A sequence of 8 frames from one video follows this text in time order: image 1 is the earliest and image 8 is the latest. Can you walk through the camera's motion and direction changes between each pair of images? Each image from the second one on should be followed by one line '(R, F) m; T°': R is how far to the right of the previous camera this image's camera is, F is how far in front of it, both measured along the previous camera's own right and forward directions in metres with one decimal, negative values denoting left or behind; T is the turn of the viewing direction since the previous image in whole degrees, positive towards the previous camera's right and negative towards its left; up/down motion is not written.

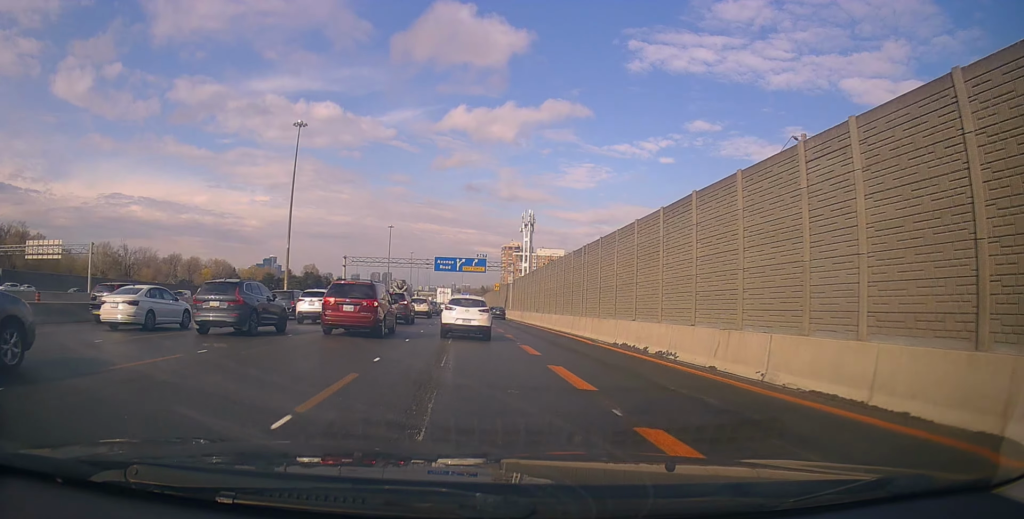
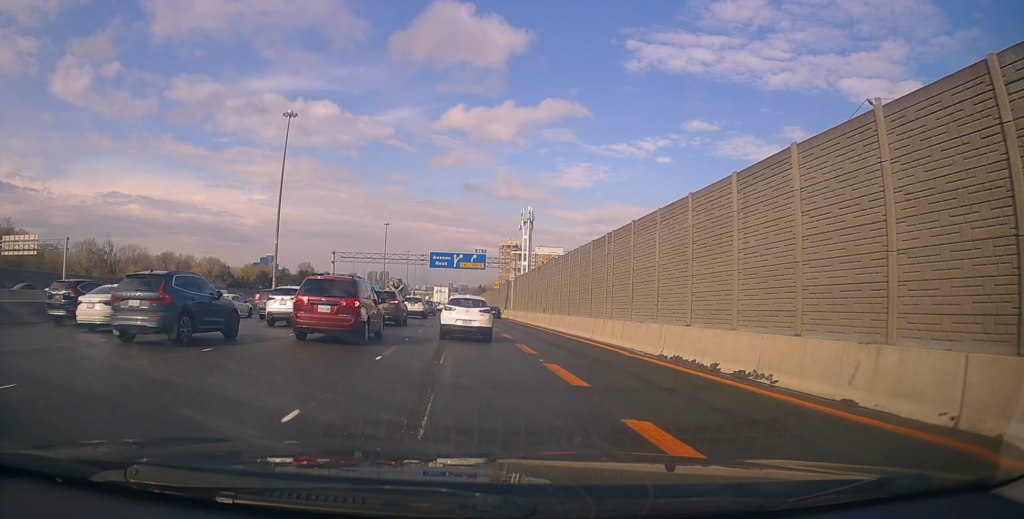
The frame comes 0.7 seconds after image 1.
(-0.2, +6.0) m; +1°
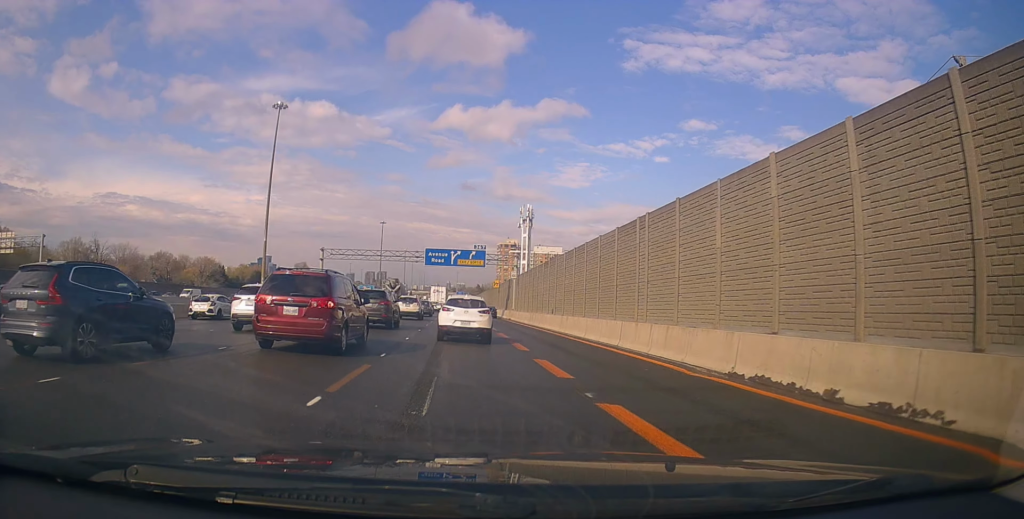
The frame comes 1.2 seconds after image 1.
(+0.1, +5.2) m; +1°
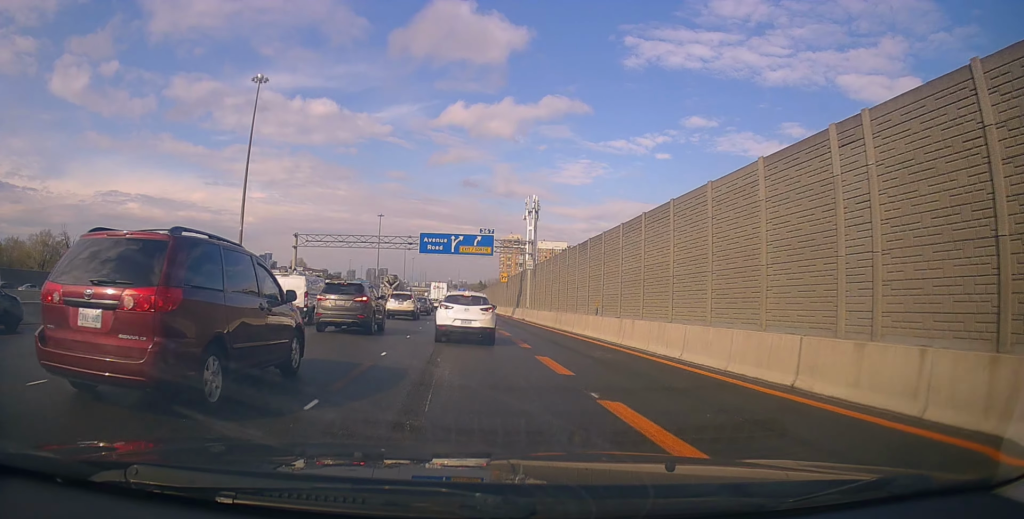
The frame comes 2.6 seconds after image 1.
(+0.1, +12.4) m; -1°
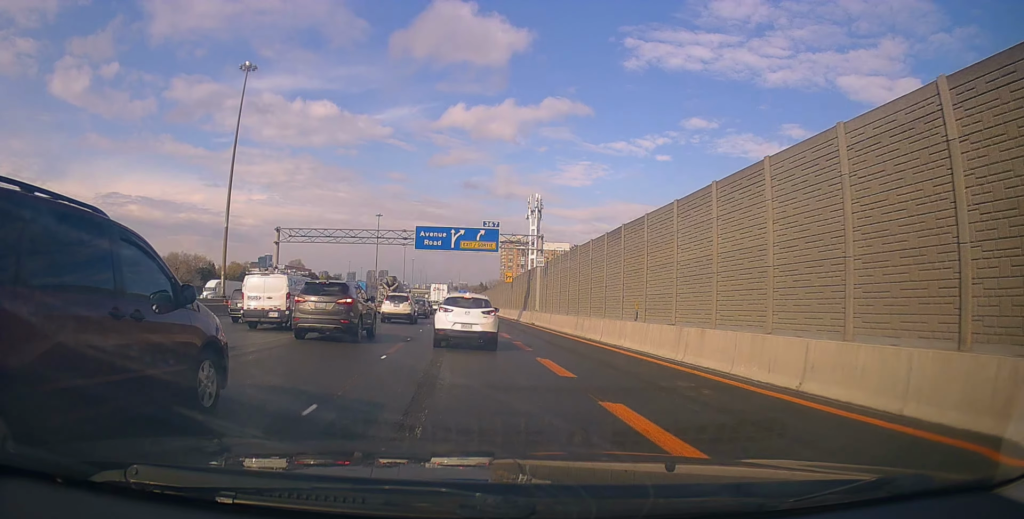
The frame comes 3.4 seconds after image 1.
(0.0, +6.4) m; -2°
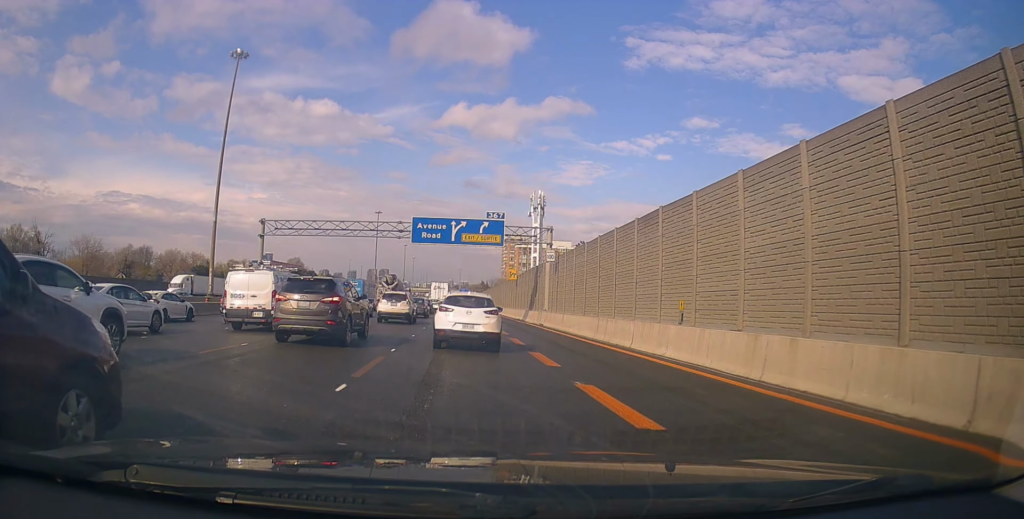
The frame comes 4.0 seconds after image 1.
(+0.1, +4.3) m; -1°
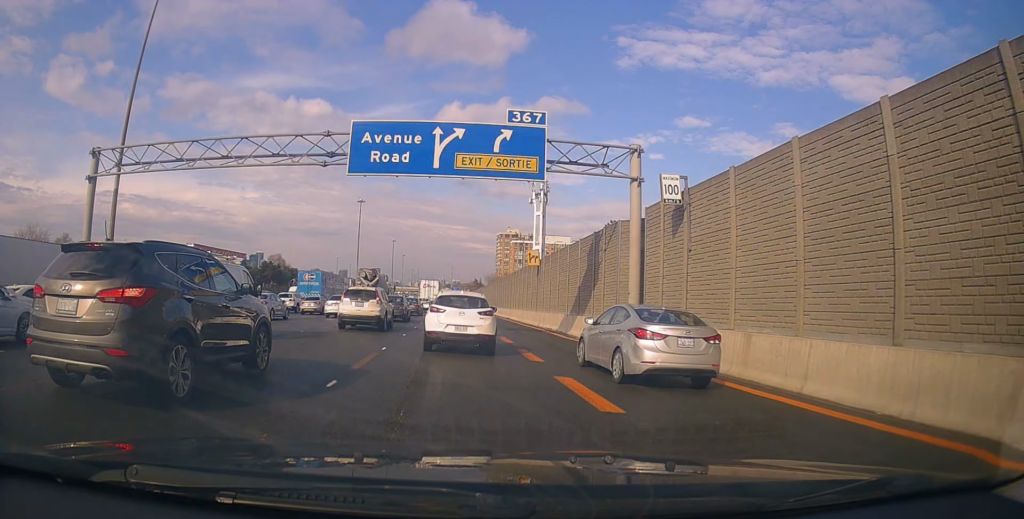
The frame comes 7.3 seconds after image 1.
(+1.7, +23.9) m; +6°
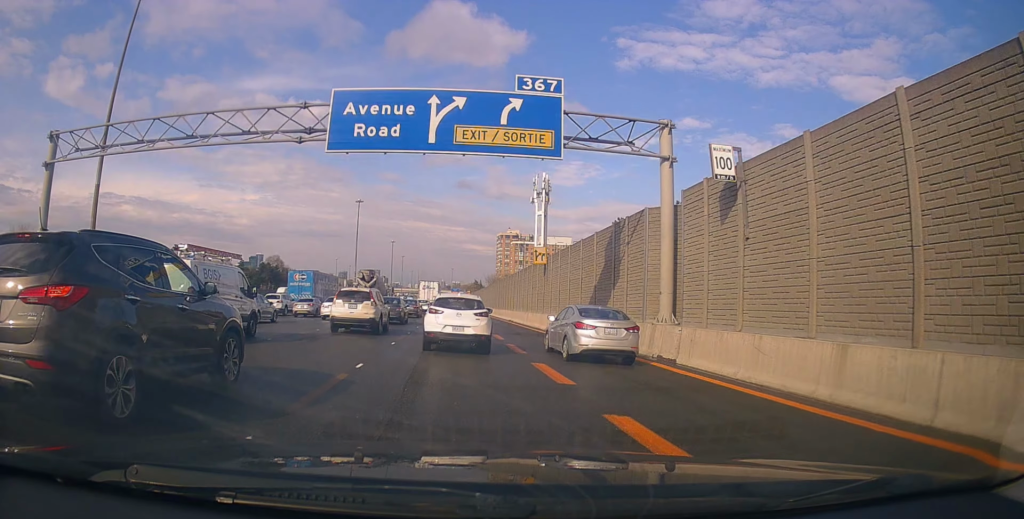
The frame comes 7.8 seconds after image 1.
(+0.1, +3.6) m; -4°
